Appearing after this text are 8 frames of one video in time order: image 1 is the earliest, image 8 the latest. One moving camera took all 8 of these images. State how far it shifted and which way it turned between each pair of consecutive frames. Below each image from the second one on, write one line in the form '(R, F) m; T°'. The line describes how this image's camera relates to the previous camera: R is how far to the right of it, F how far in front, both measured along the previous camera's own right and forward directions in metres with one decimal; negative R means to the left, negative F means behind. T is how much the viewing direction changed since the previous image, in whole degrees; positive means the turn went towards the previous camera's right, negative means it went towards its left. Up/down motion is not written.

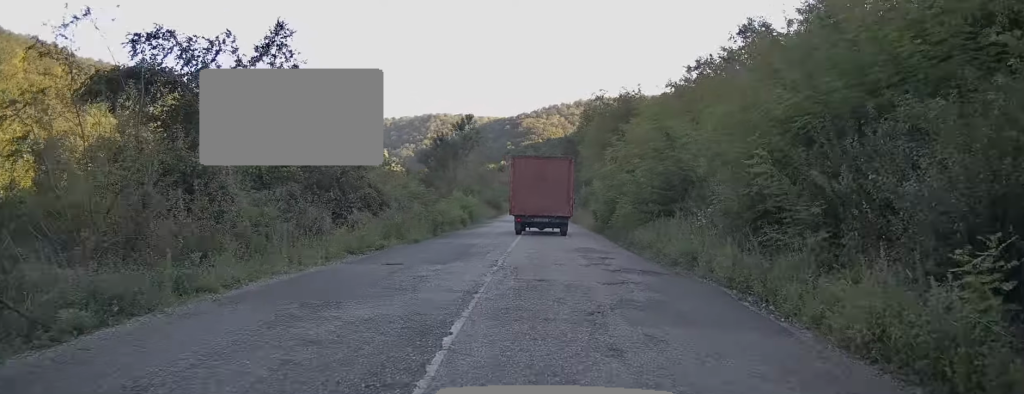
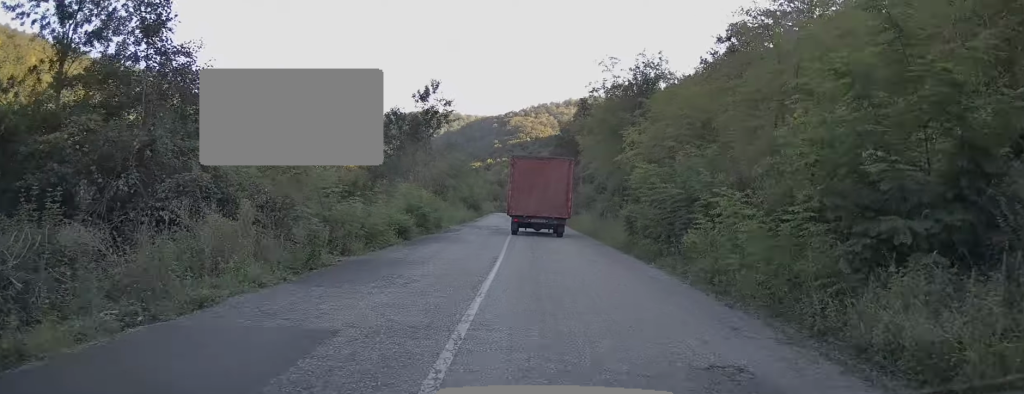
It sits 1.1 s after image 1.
(+0.1, +13.5) m; +1°
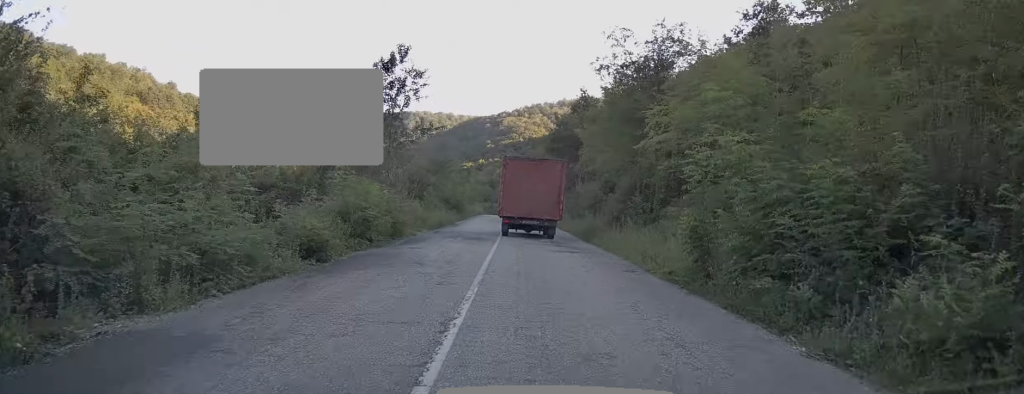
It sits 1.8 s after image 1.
(+0.1, +7.9) m; +1°
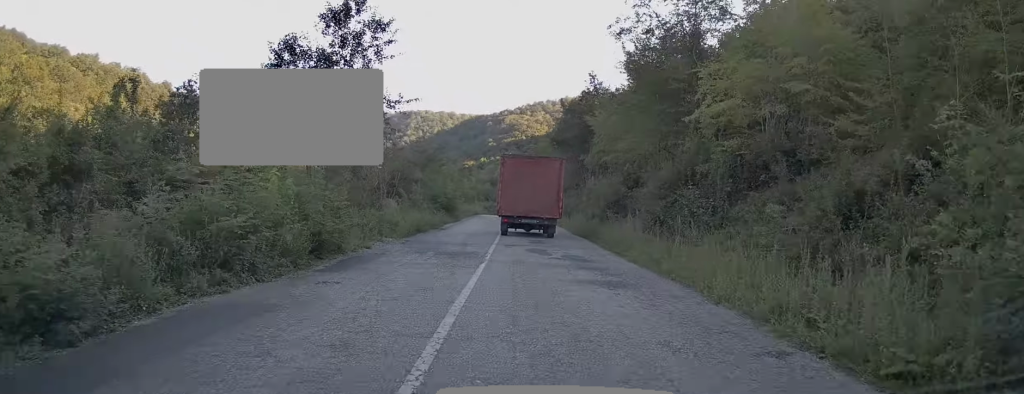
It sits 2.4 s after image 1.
(+0.1, +7.4) m; +1°
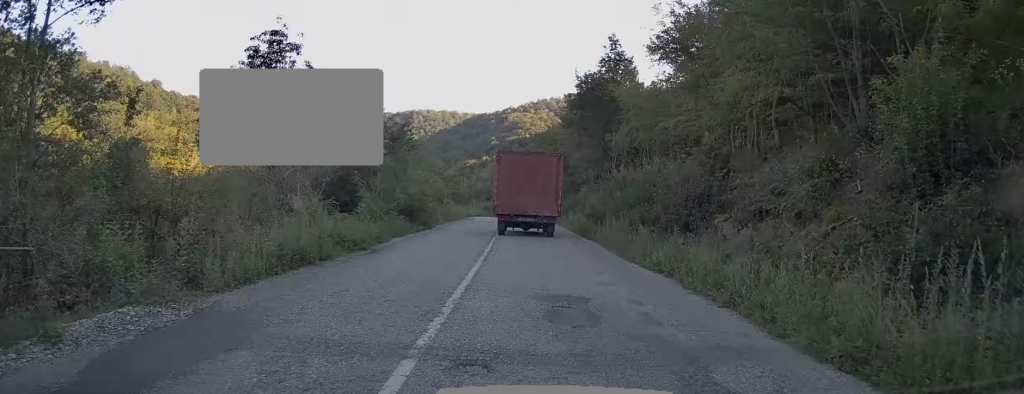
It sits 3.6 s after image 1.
(+0.1, +13.3) m; 0°
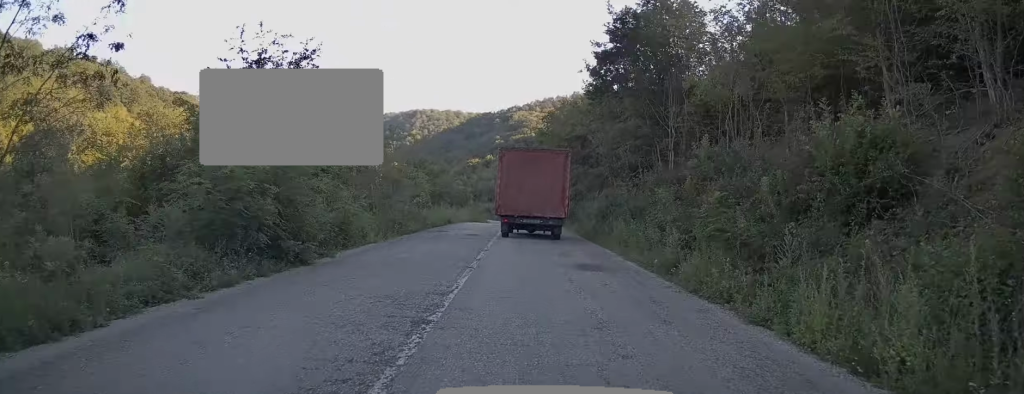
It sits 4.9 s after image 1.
(-0.1, +15.6) m; -1°
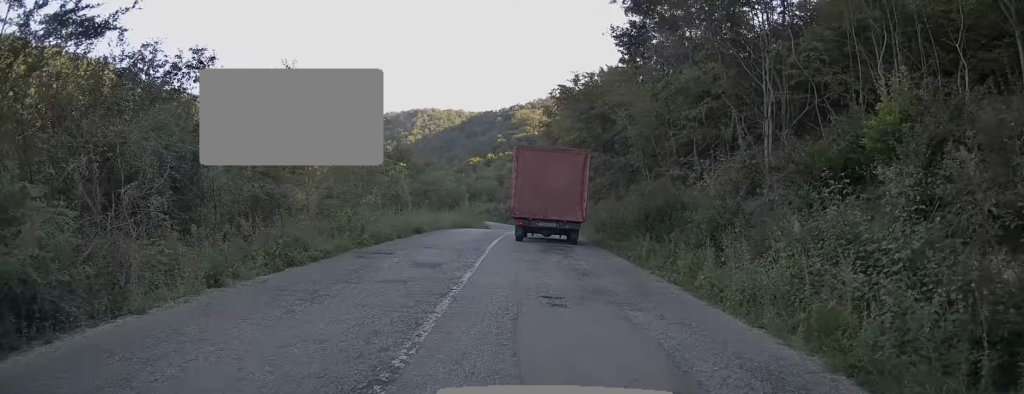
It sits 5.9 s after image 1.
(-0.1, +11.1) m; -1°
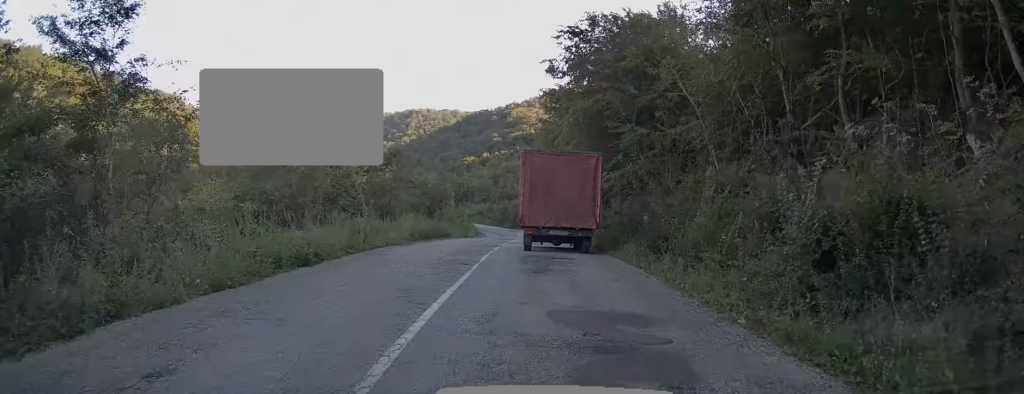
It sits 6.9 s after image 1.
(-0.1, +11.9) m; -1°
